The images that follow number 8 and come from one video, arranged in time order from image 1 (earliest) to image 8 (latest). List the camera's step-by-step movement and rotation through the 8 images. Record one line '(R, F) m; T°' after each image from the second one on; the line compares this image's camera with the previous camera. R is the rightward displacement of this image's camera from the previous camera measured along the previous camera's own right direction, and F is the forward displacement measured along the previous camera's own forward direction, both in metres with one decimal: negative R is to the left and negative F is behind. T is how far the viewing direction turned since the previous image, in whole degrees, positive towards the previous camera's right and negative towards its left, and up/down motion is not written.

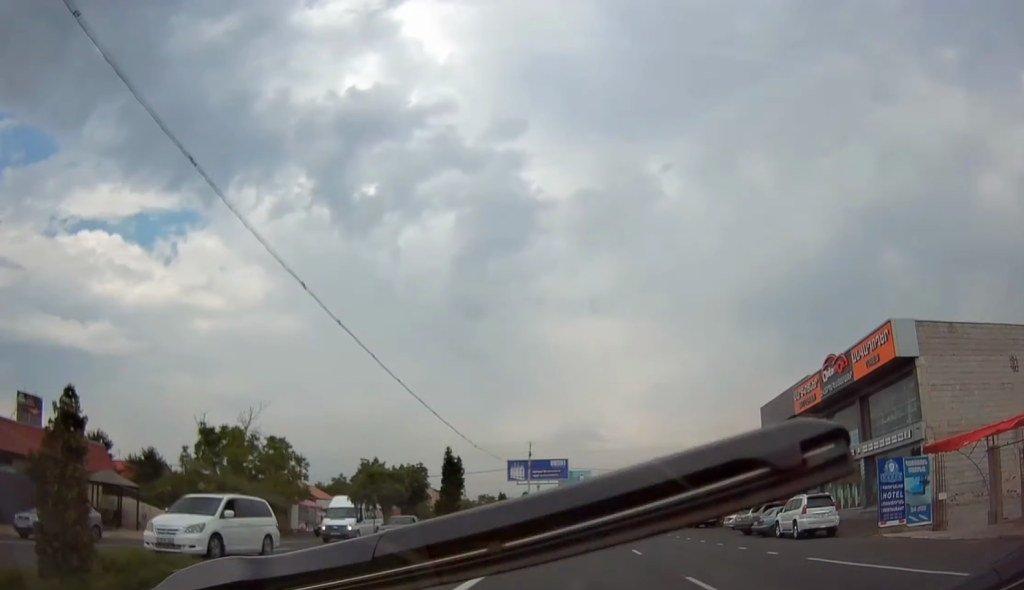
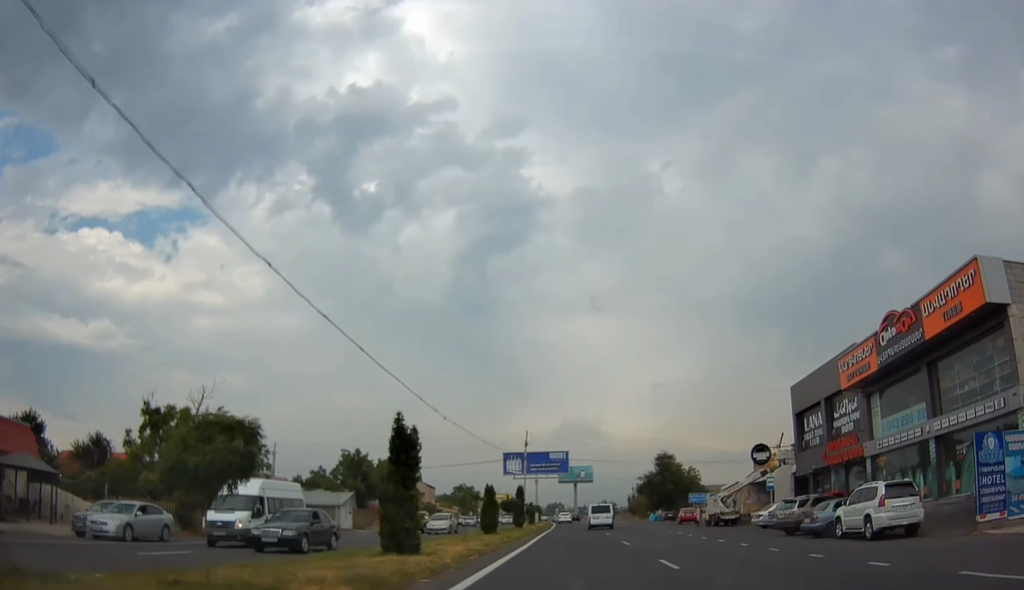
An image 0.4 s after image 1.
(+0.2, +7.4) m; 0°
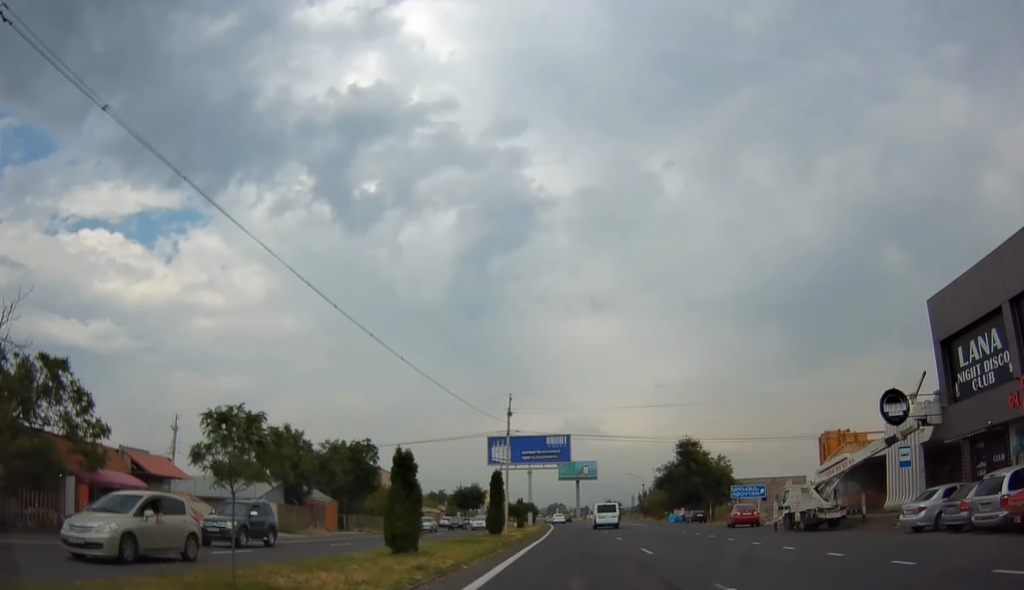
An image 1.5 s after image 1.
(+0.3, +19.5) m; 0°
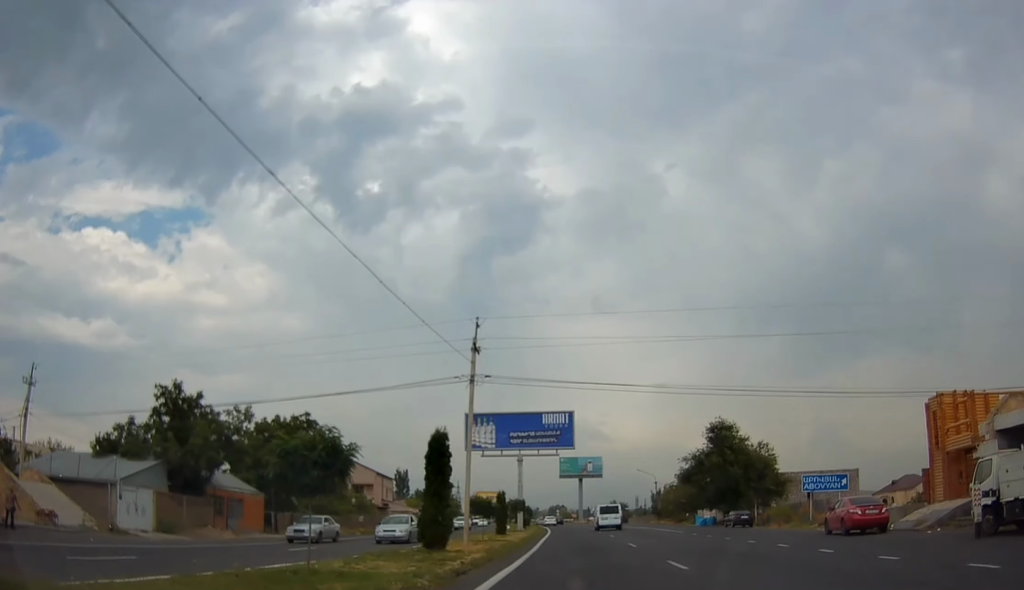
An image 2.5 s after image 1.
(-0.3, +17.5) m; -1°
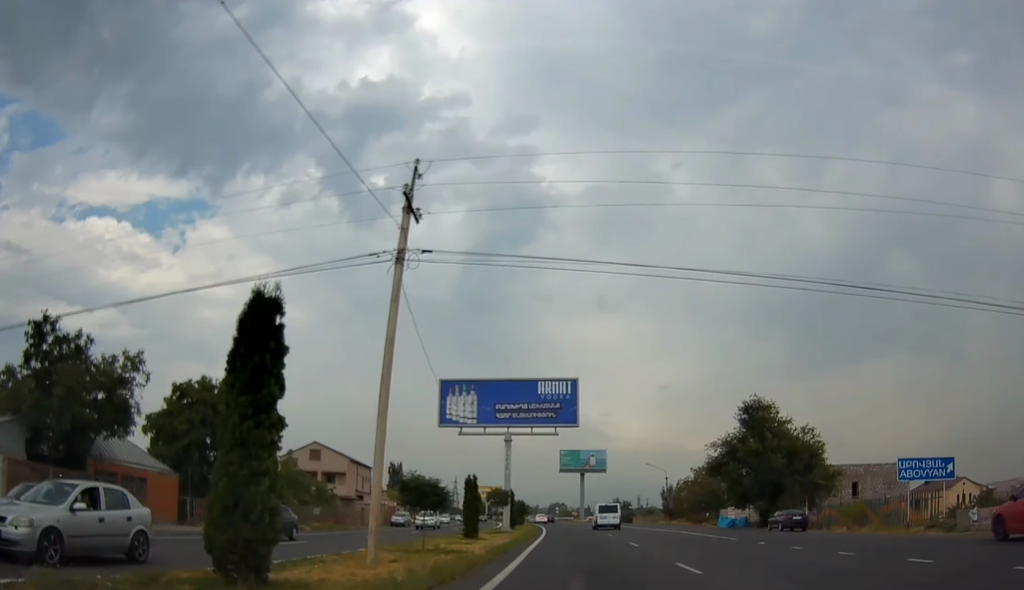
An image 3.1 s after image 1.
(0.0, +12.4) m; 0°
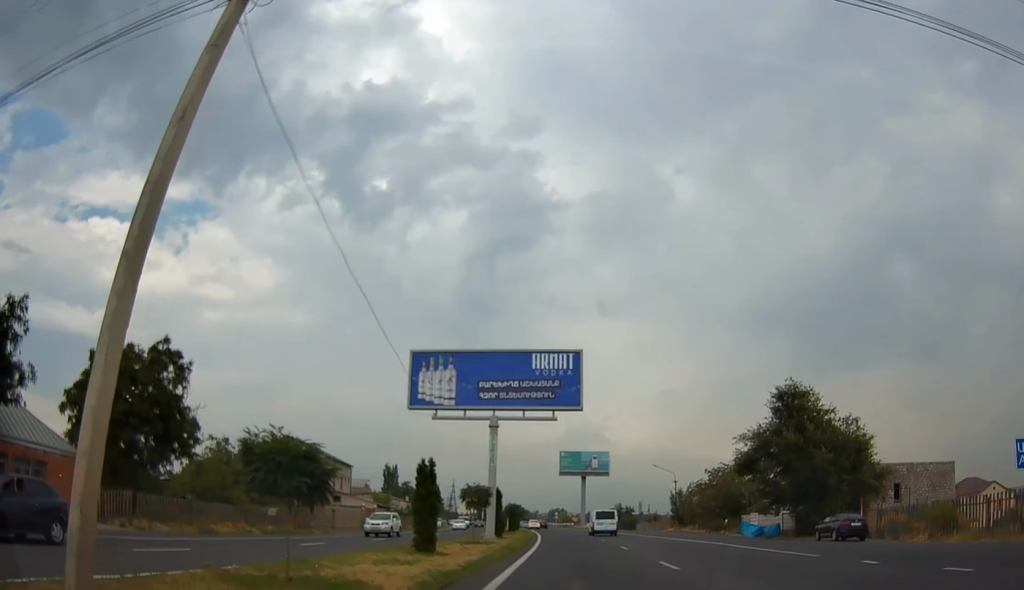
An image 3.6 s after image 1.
(0.0, +8.8) m; 0°
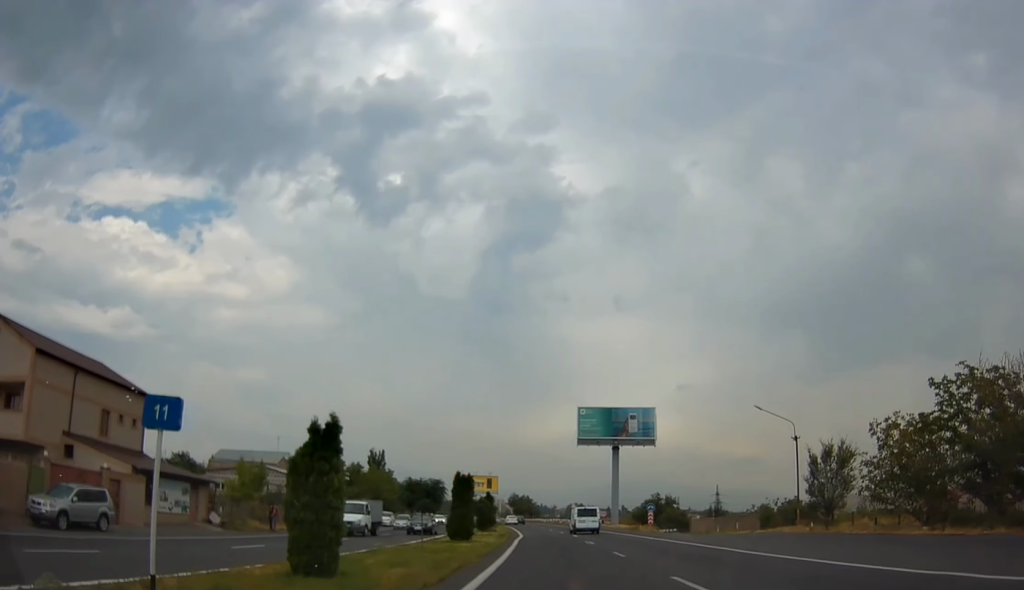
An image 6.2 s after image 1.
(-0.6, +48.2) m; -2°
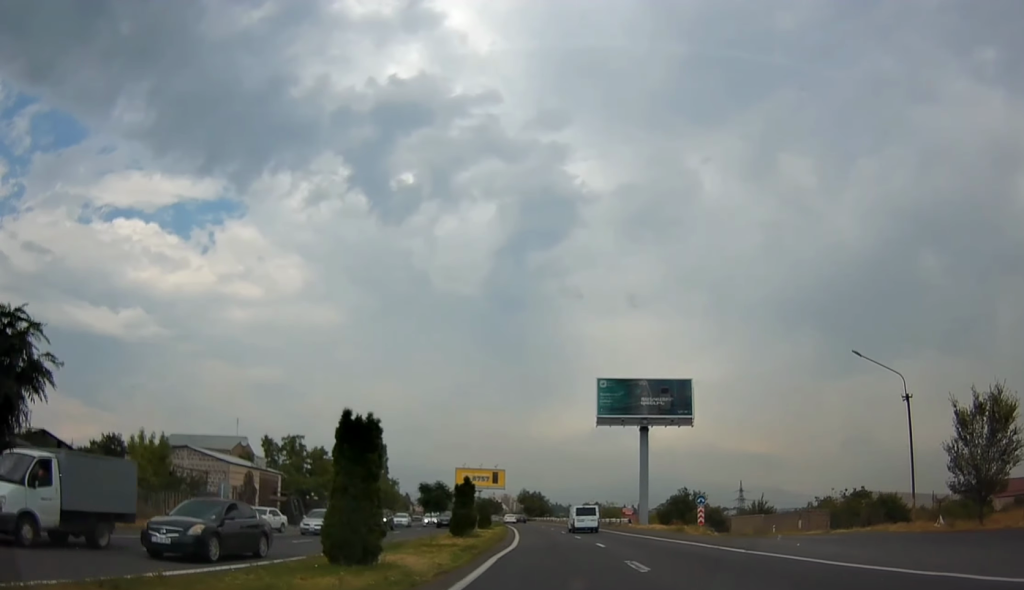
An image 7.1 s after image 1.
(-0.2, +17.0) m; -1°
